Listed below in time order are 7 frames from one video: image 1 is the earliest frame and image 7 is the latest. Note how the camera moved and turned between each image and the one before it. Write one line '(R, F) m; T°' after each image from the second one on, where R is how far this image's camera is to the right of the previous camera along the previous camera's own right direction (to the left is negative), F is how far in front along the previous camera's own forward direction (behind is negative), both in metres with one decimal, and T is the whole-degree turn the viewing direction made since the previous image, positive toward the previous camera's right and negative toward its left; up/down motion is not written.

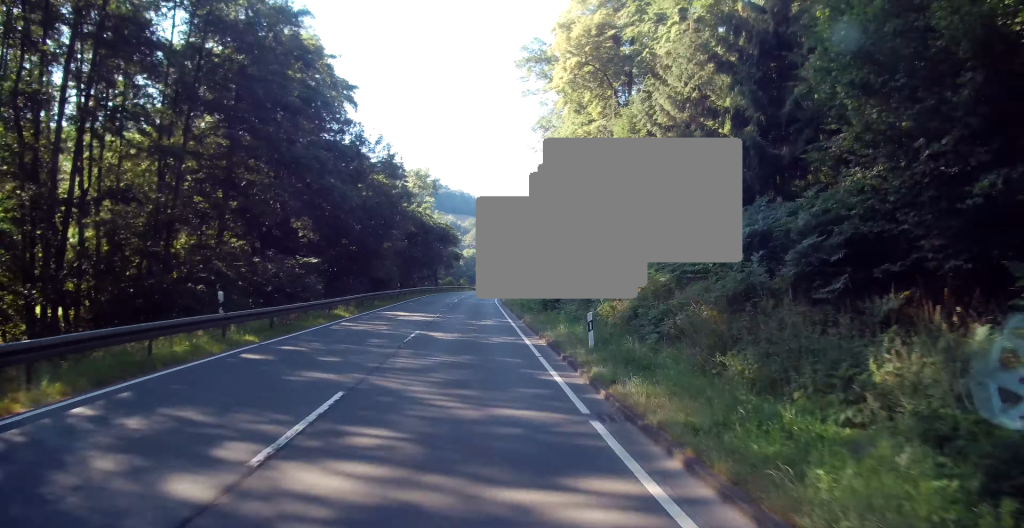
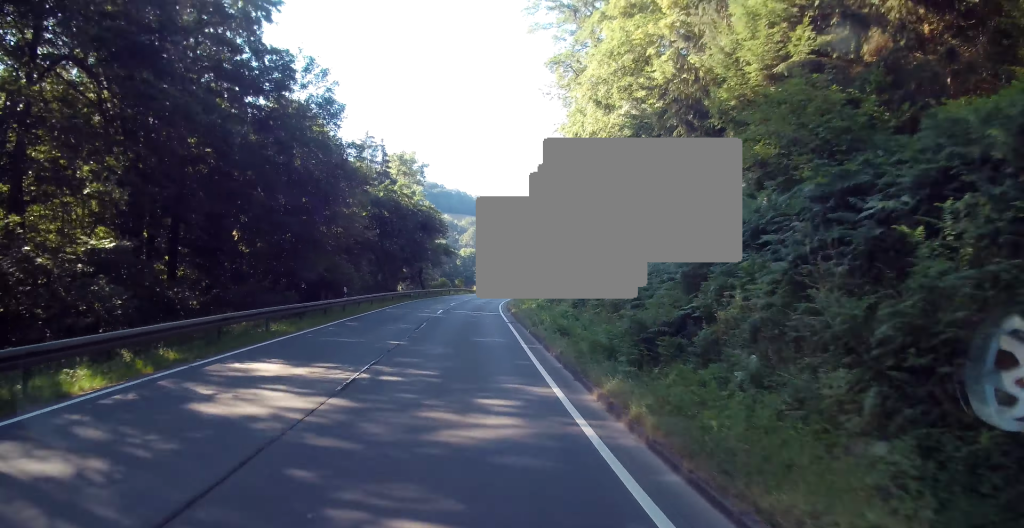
(-0.2, +19.0) m; -1°
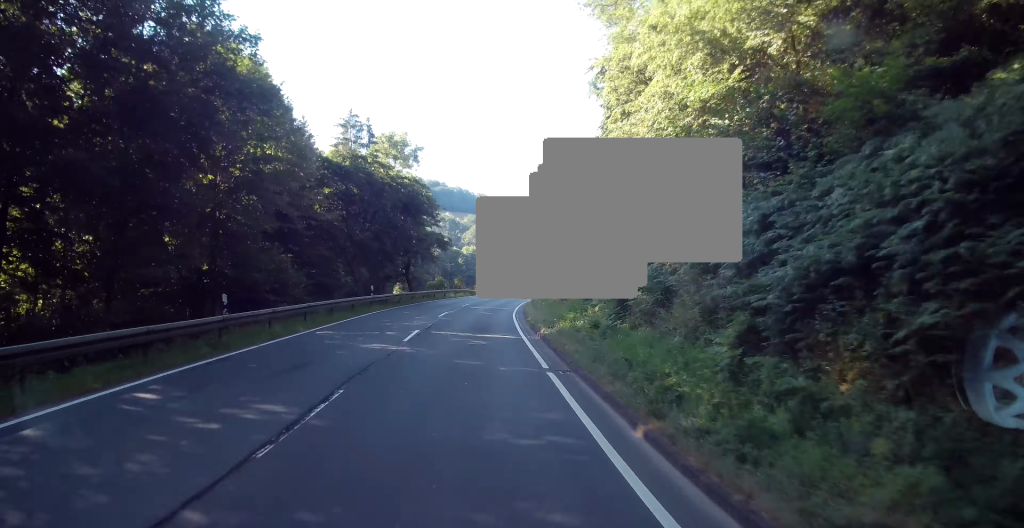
(-0.1, +16.0) m; -2°
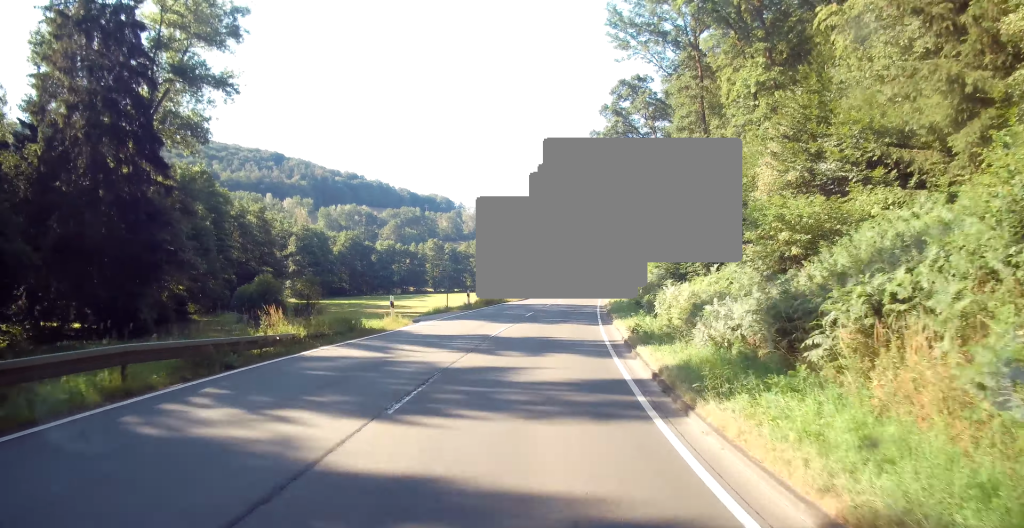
(-1.4, +55.0) m; +7°
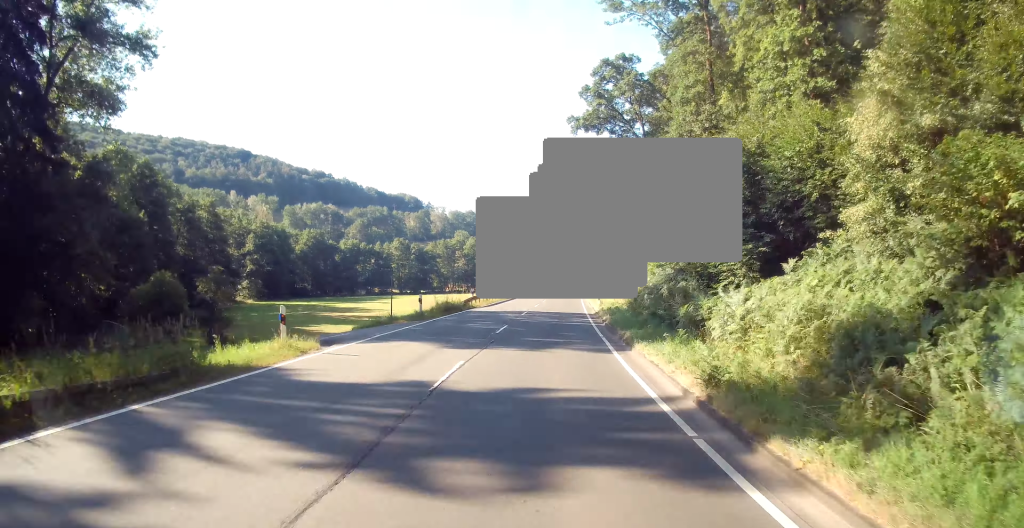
(+0.3, +9.0) m; +5°
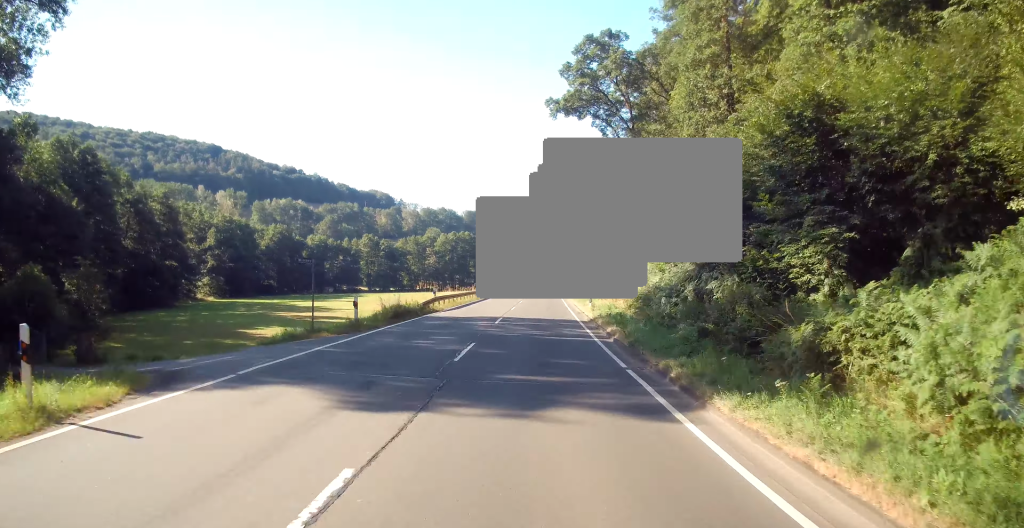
(+0.5, +7.7) m; +3°
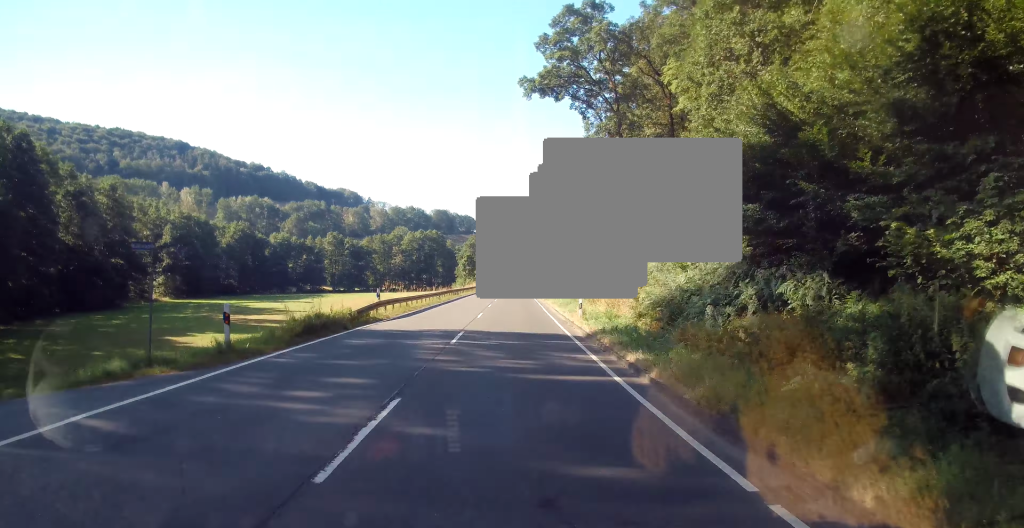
(+0.2, +8.3) m; +3°
